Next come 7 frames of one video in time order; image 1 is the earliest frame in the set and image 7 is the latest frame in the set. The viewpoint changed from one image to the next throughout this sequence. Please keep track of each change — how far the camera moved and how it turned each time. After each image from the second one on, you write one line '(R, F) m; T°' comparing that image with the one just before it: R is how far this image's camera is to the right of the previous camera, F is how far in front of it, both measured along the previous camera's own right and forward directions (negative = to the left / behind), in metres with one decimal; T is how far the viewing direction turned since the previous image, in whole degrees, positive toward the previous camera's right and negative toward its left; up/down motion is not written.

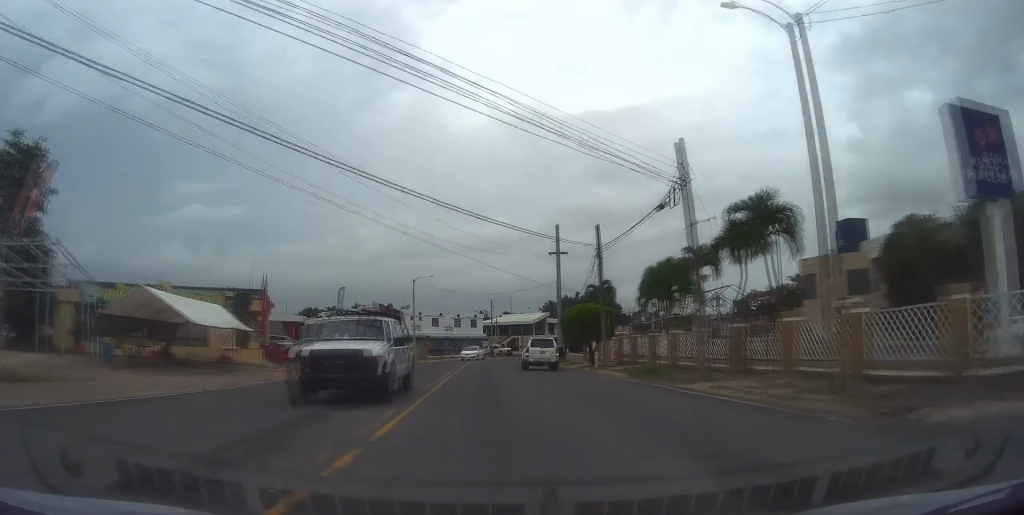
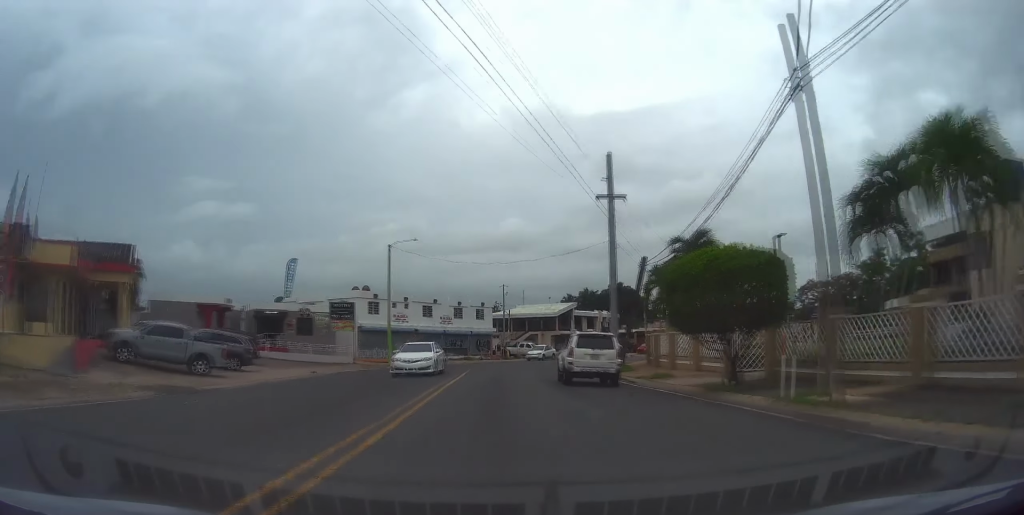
(-0.2, +24.2) m; 0°
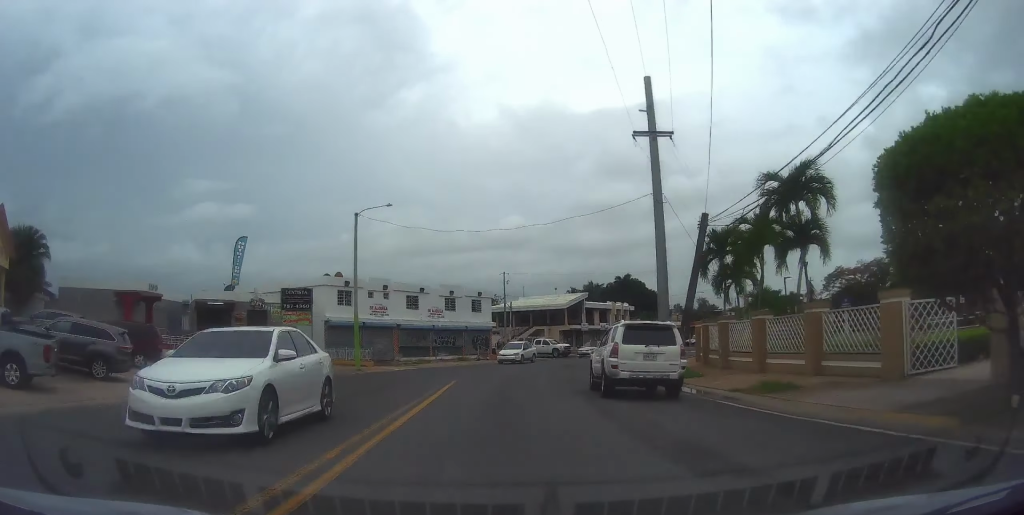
(0.0, +12.0) m; 0°
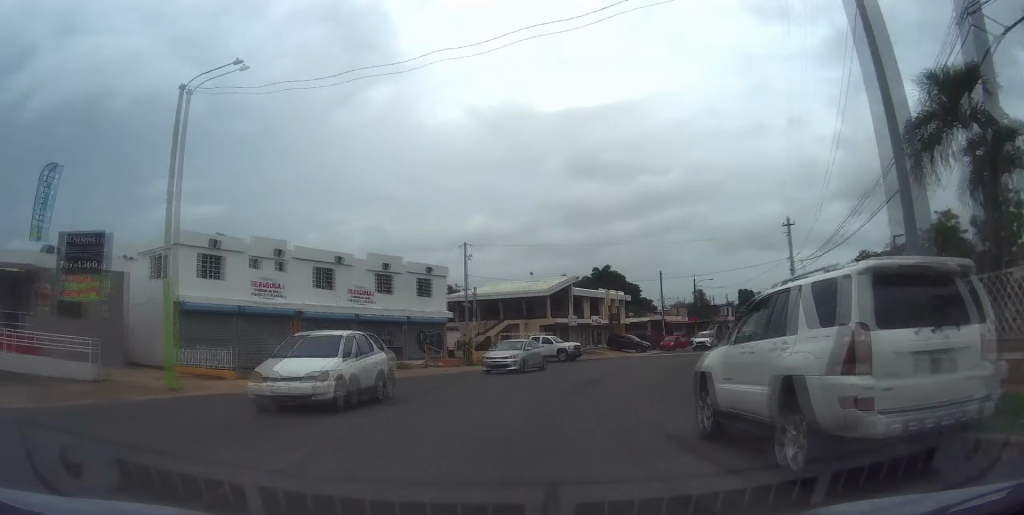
(+0.1, +19.6) m; +3°
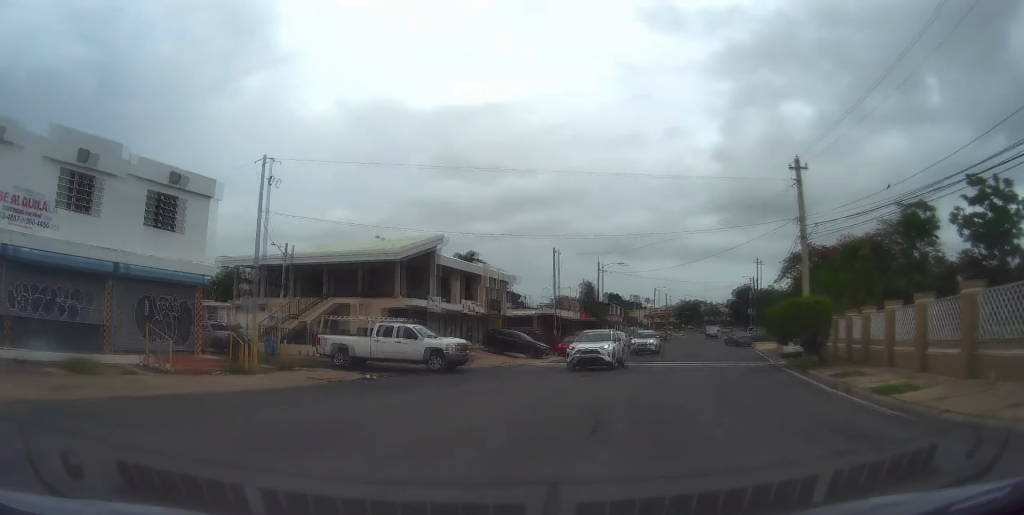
(+2.1, +22.1) m; +14°
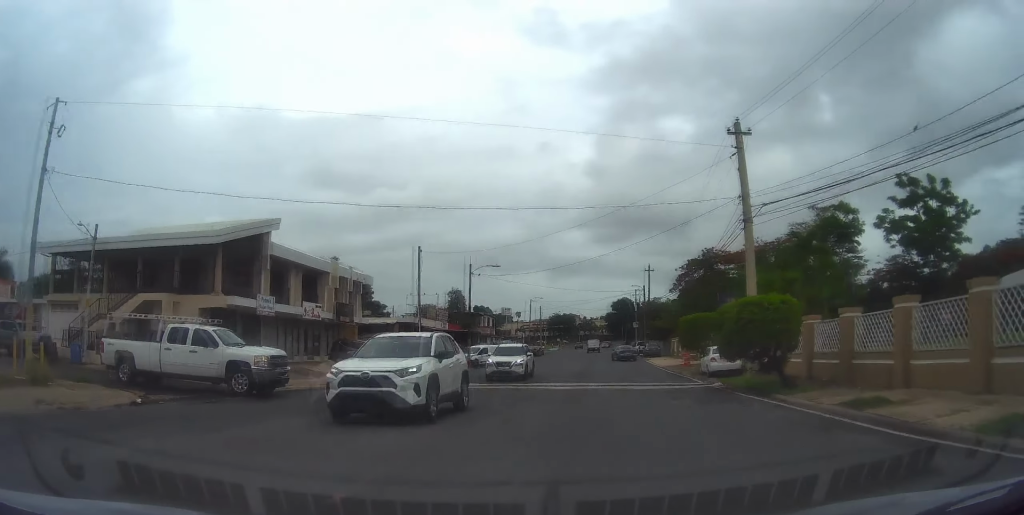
(+0.4, +8.7) m; +10°
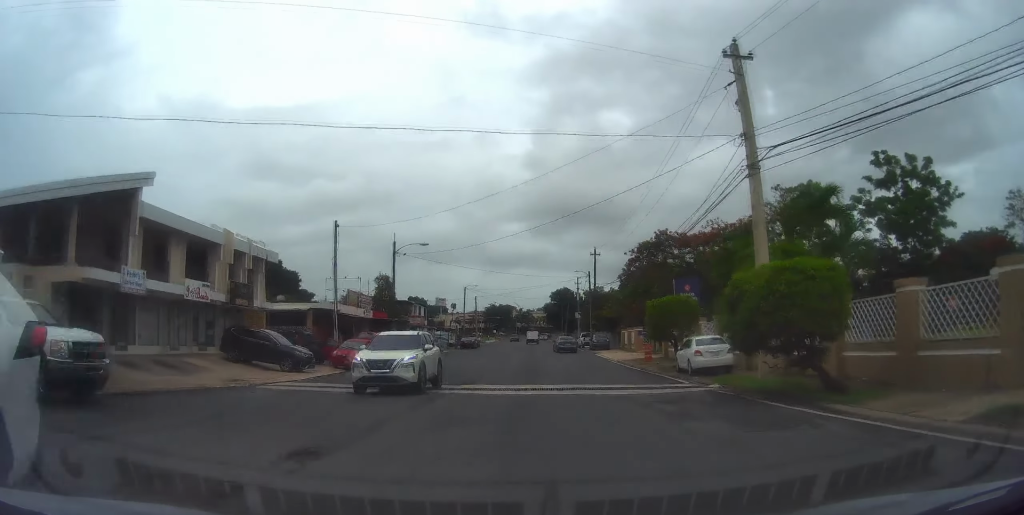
(+0.9, +7.0) m; +5°
